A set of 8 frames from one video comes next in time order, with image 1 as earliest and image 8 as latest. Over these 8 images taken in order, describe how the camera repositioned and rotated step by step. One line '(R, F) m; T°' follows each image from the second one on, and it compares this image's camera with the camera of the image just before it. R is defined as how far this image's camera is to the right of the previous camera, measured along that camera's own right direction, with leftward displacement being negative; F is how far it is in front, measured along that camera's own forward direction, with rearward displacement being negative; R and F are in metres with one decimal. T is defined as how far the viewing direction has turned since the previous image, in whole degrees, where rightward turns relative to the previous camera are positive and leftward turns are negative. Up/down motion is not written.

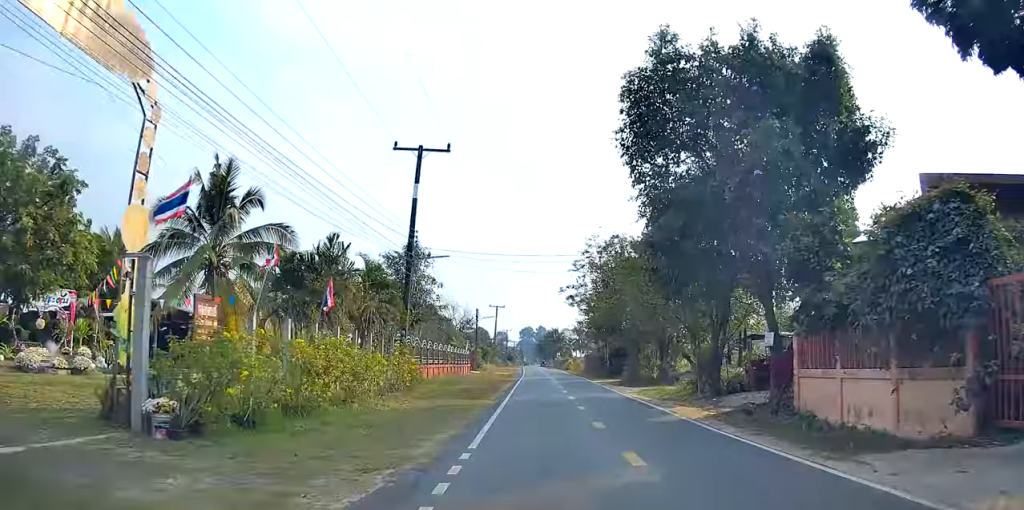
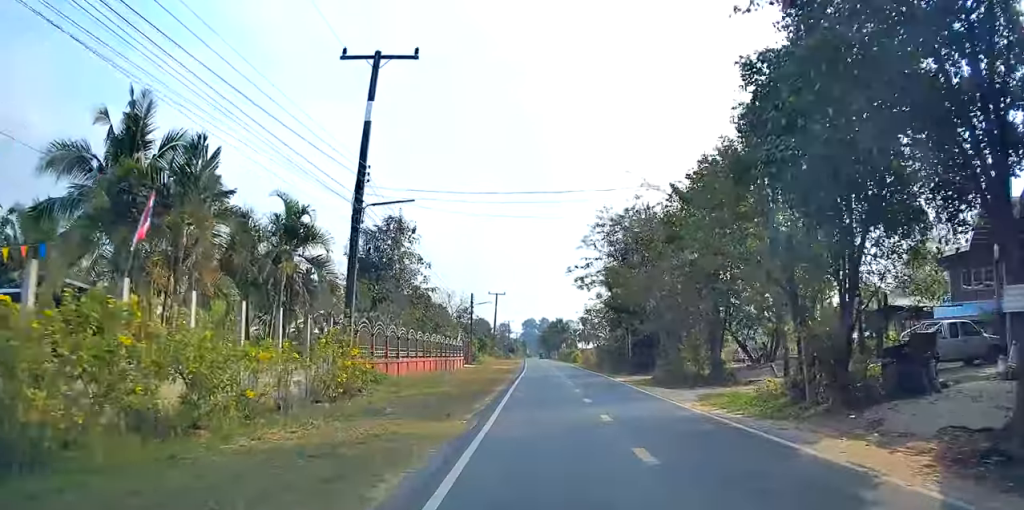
(+0.2, +9.0) m; 0°
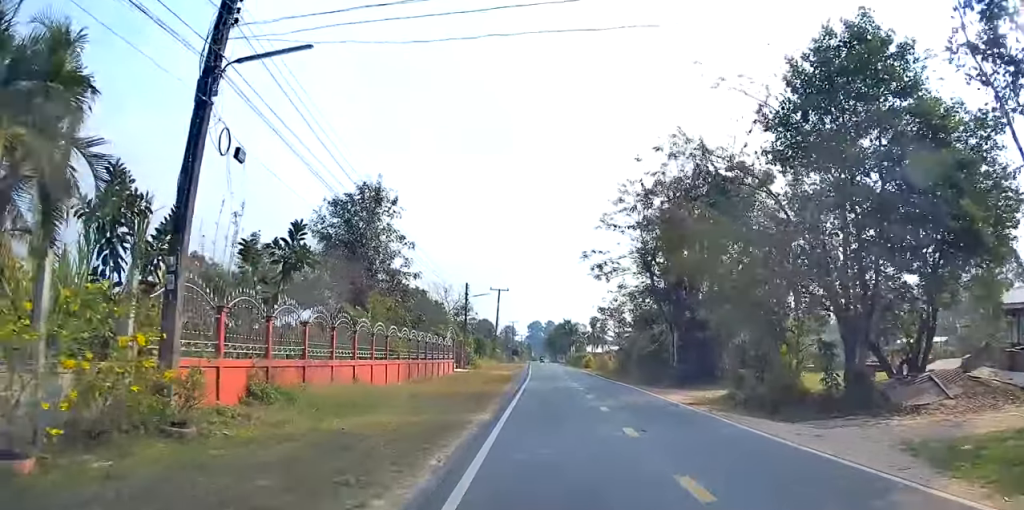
(-0.3, +11.0) m; -1°
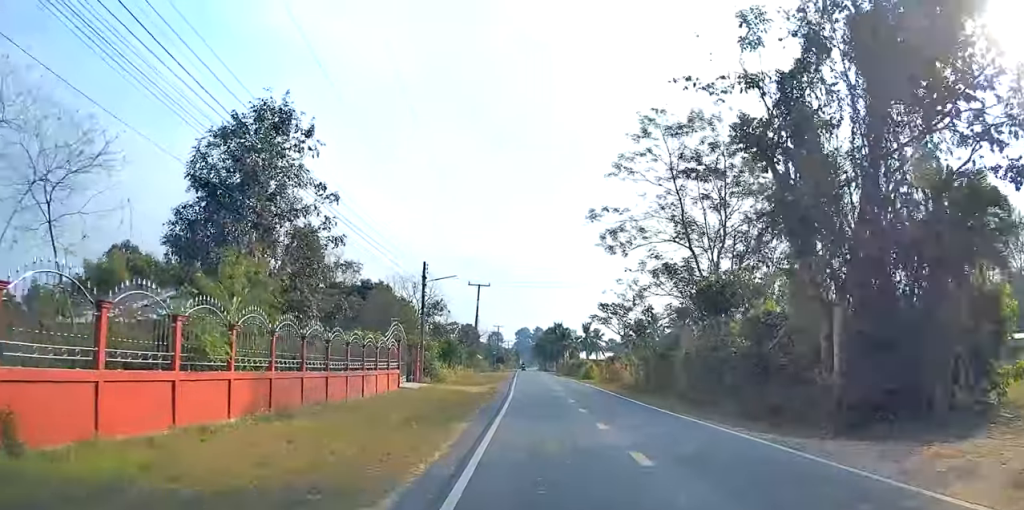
(+0.4, +15.1) m; +3°
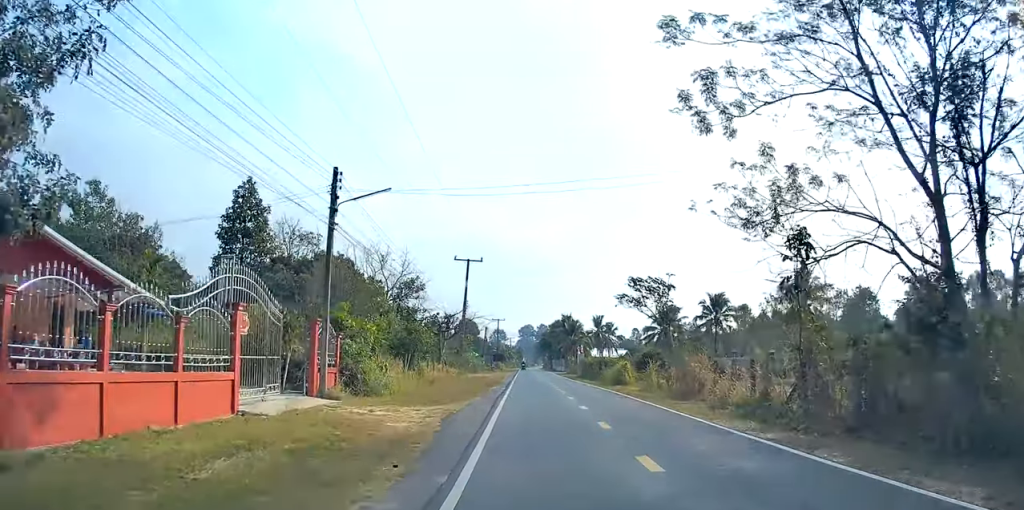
(0.0, +16.4) m; -1°
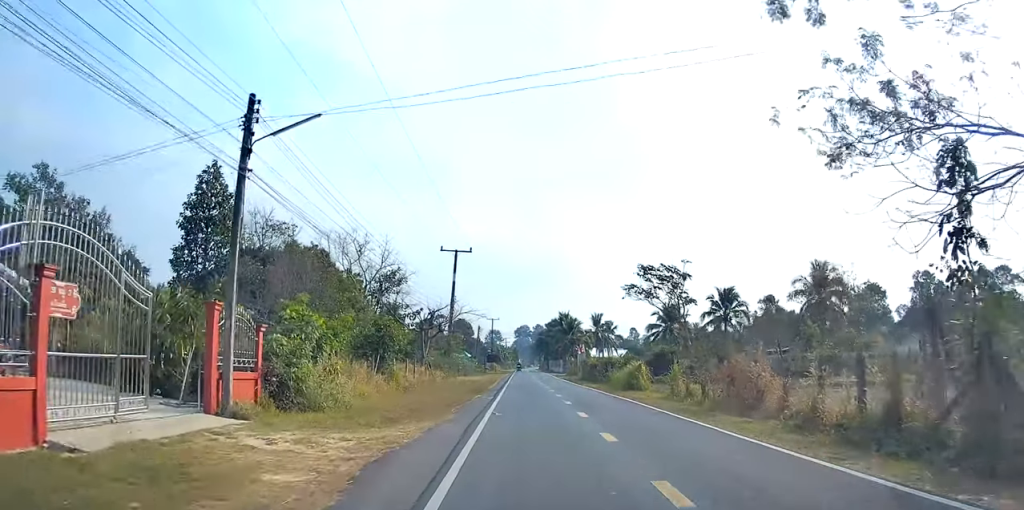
(-0.1, +5.1) m; 0°
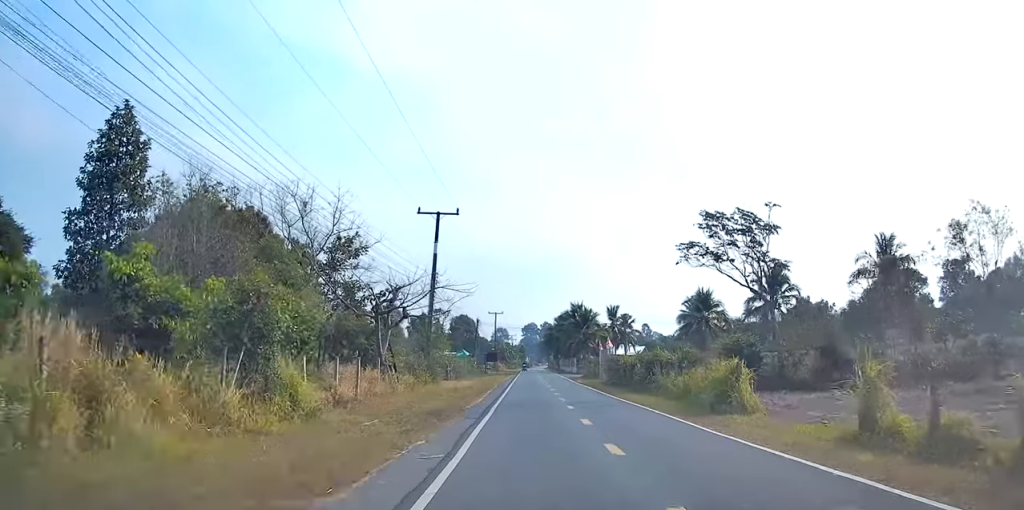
(+0.1, +12.6) m; -1°
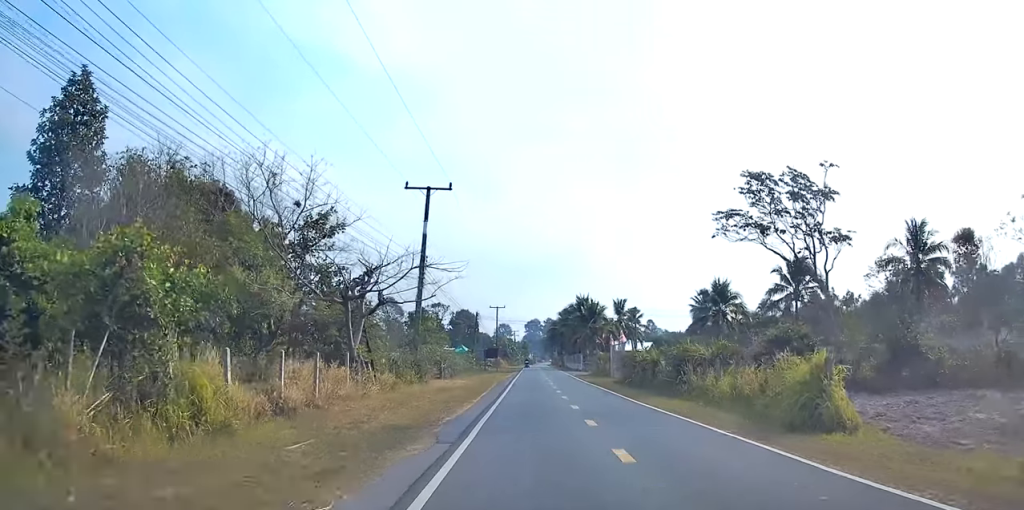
(0.0, +4.7) m; -1°
